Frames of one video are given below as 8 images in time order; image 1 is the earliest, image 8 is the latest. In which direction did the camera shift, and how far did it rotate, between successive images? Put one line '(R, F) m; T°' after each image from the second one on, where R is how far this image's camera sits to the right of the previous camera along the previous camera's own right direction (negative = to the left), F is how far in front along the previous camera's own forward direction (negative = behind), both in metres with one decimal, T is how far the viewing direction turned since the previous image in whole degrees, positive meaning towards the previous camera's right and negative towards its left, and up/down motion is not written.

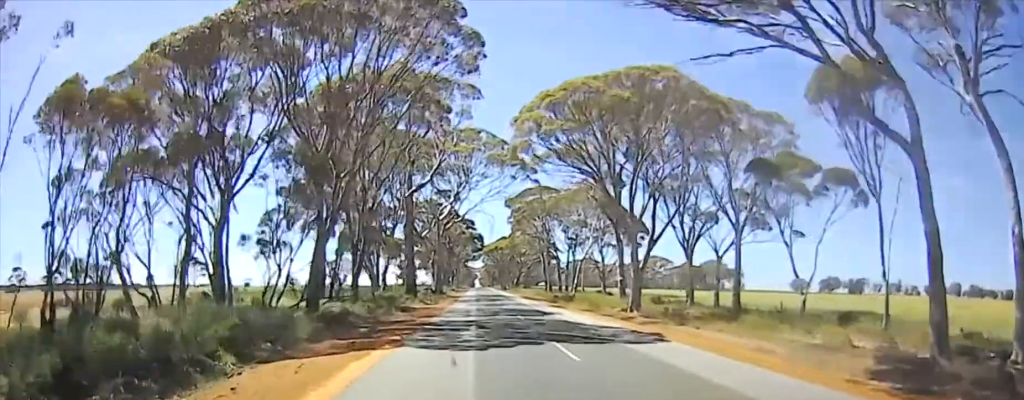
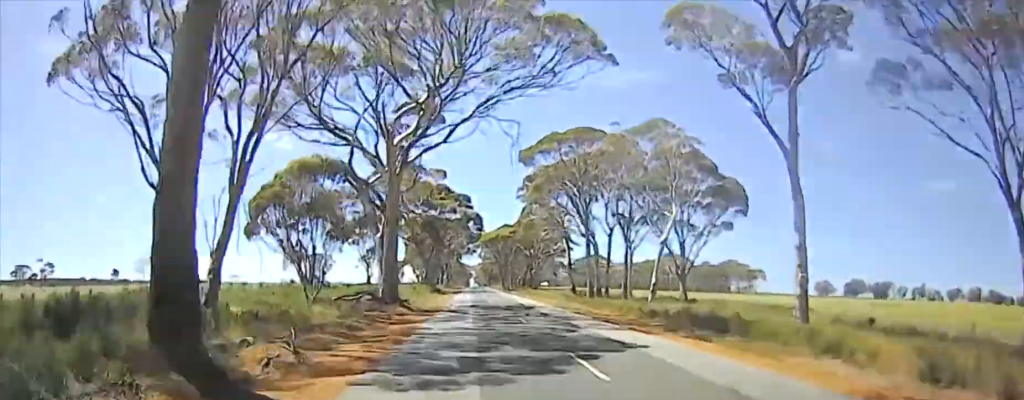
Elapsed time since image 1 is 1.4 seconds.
(0.0, +41.1) m; 0°
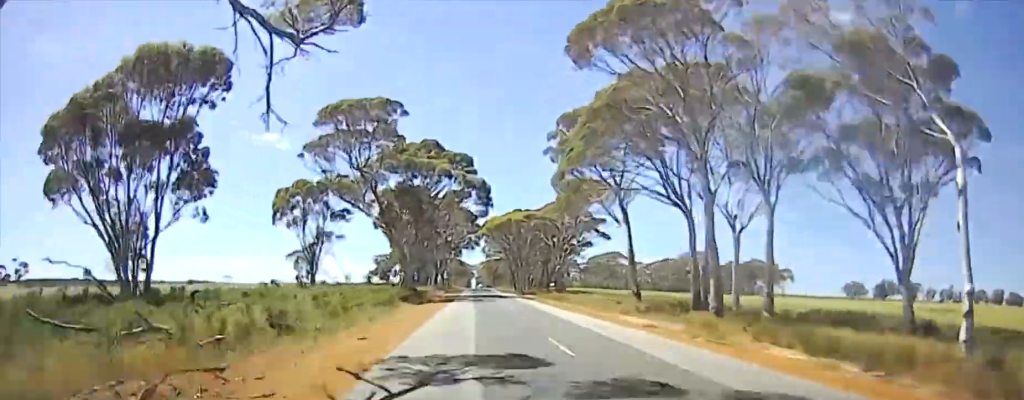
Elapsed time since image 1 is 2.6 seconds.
(0.0, +35.9) m; 0°
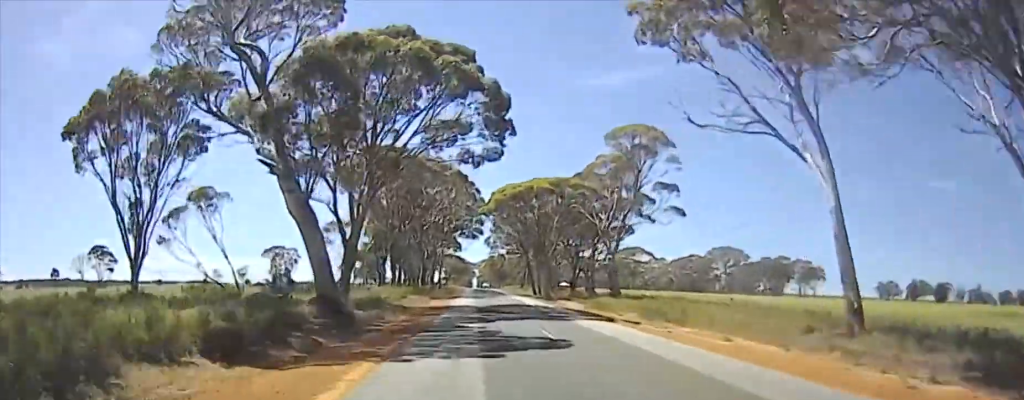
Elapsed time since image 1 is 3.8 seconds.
(0.0, +35.2) m; 0°
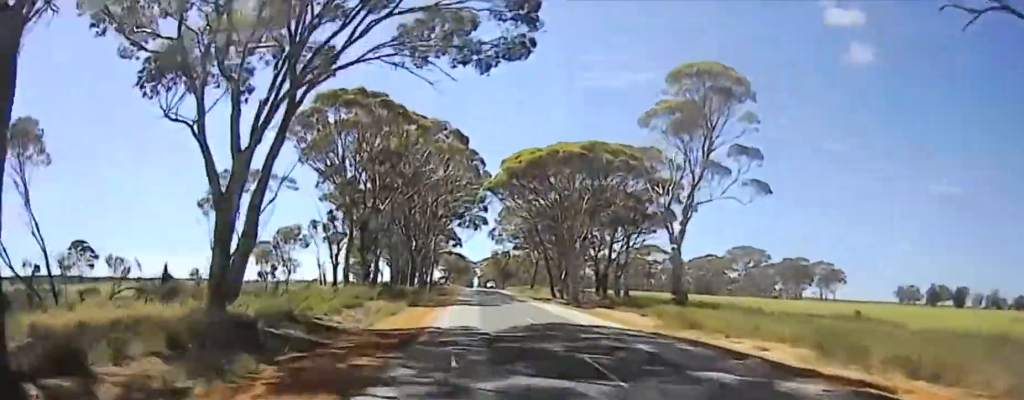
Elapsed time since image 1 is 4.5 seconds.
(0.0, +18.3) m; 0°
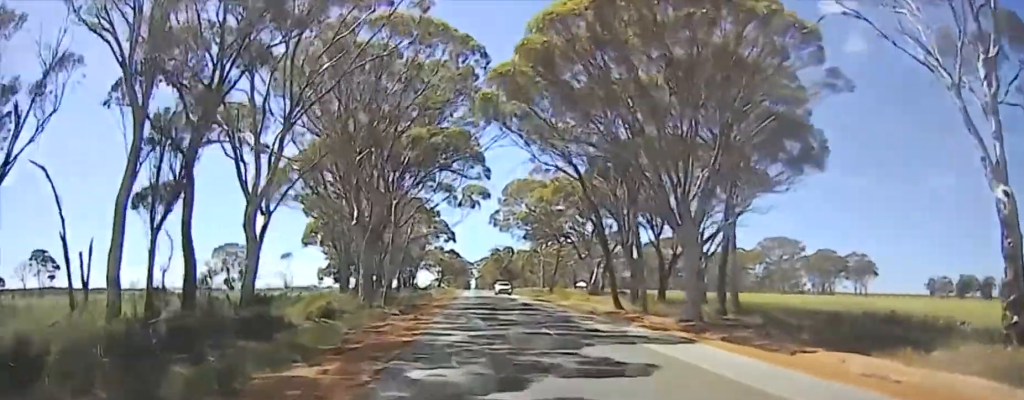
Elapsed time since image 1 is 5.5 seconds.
(0.0, +26.5) m; 0°
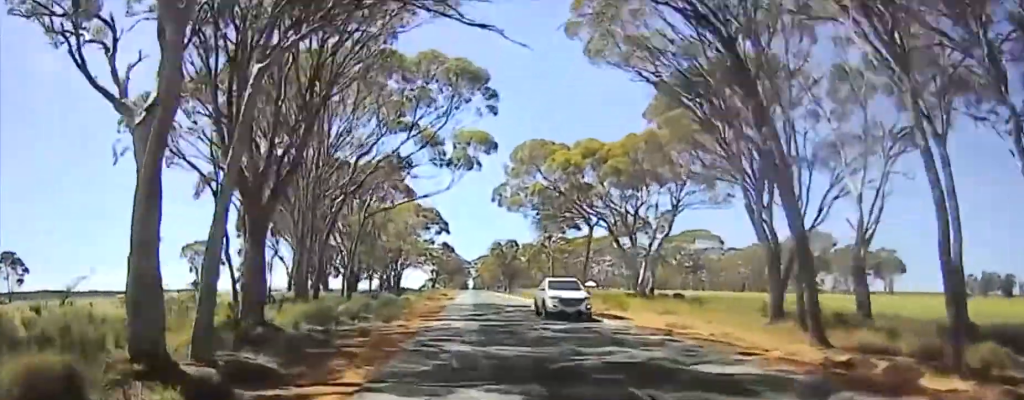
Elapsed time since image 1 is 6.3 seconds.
(+0.1, +17.7) m; -1°
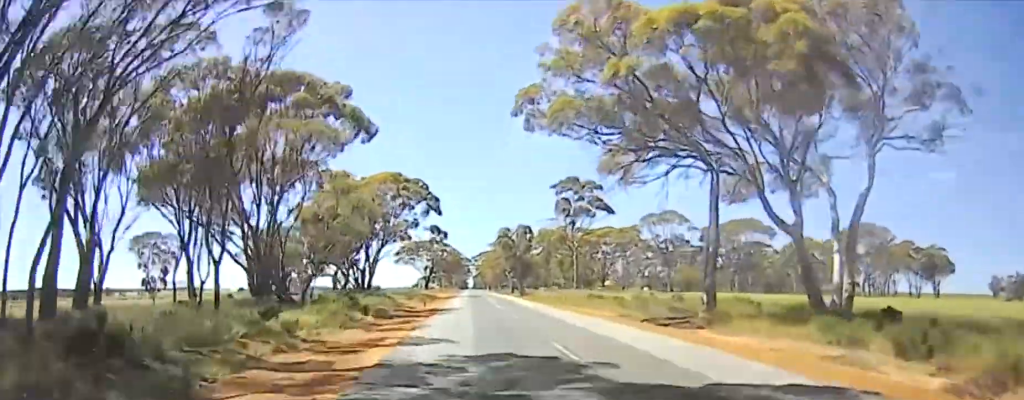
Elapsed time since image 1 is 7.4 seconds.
(-0.4, +25.8) m; -2°
